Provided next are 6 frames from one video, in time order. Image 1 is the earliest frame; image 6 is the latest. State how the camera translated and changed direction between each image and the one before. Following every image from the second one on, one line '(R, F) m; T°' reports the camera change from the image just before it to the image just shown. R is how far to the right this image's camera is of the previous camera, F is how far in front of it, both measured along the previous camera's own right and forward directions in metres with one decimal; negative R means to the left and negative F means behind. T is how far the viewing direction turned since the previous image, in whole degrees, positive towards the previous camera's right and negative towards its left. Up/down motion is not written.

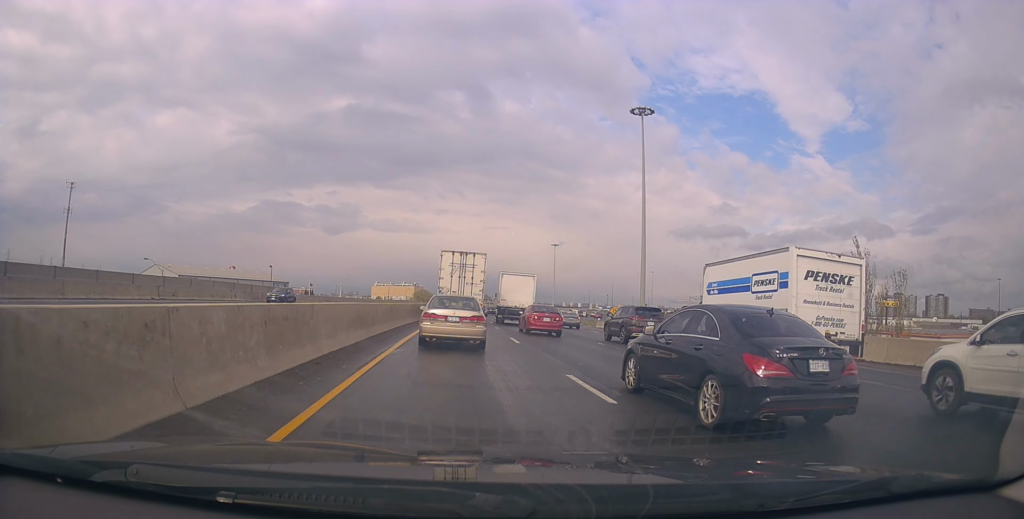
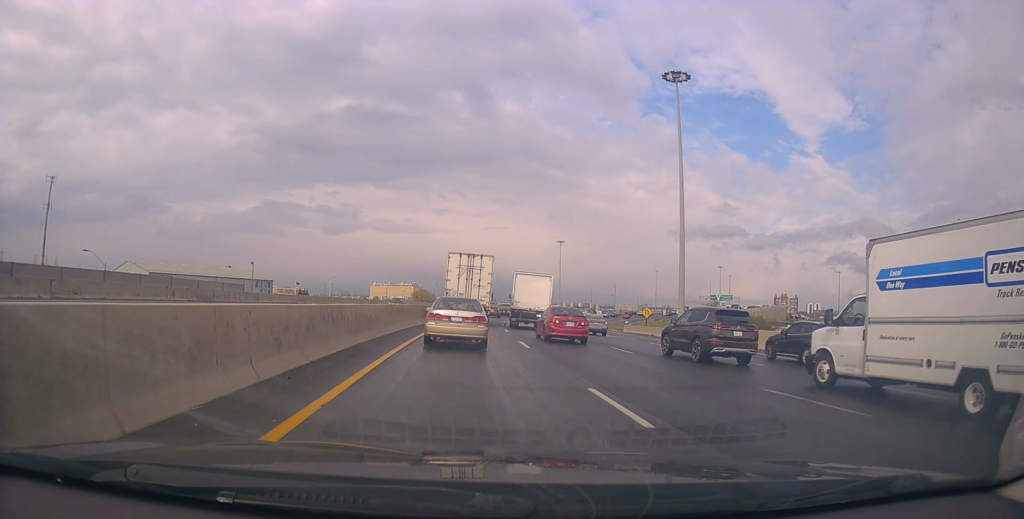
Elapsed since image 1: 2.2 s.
(+0.5, +13.2) m; +1°
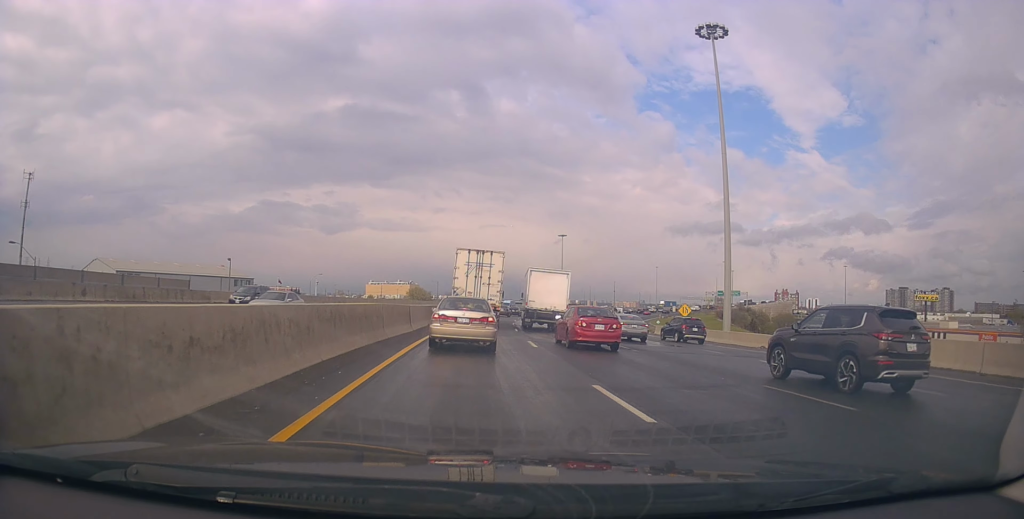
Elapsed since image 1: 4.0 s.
(-0.1, +11.8) m; +1°
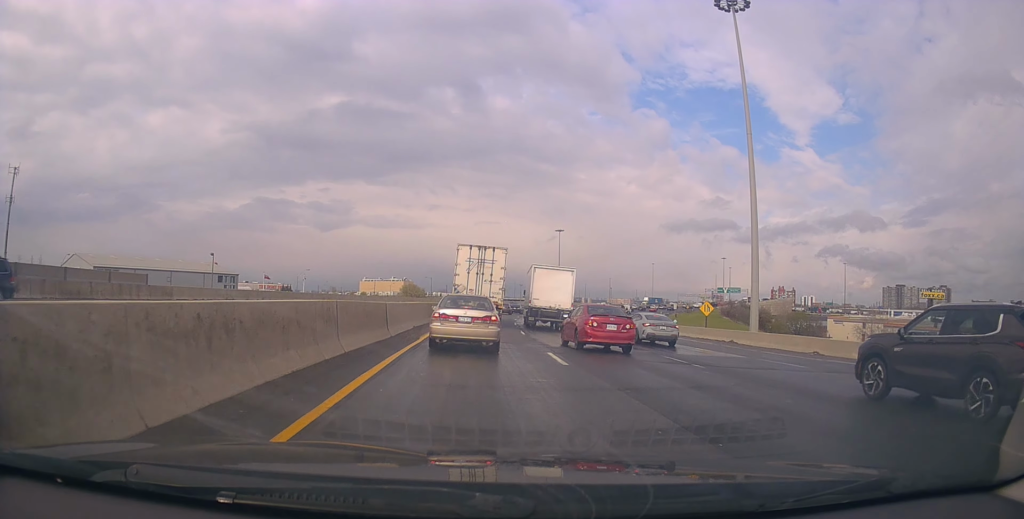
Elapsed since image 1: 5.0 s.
(+0.1, +5.8) m; 0°
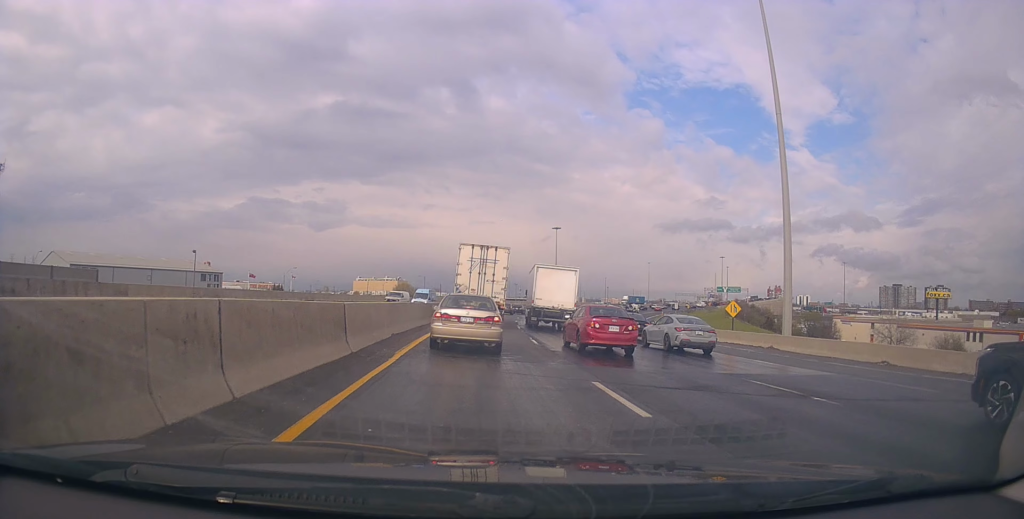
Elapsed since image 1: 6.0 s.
(-0.2, +5.8) m; 0°
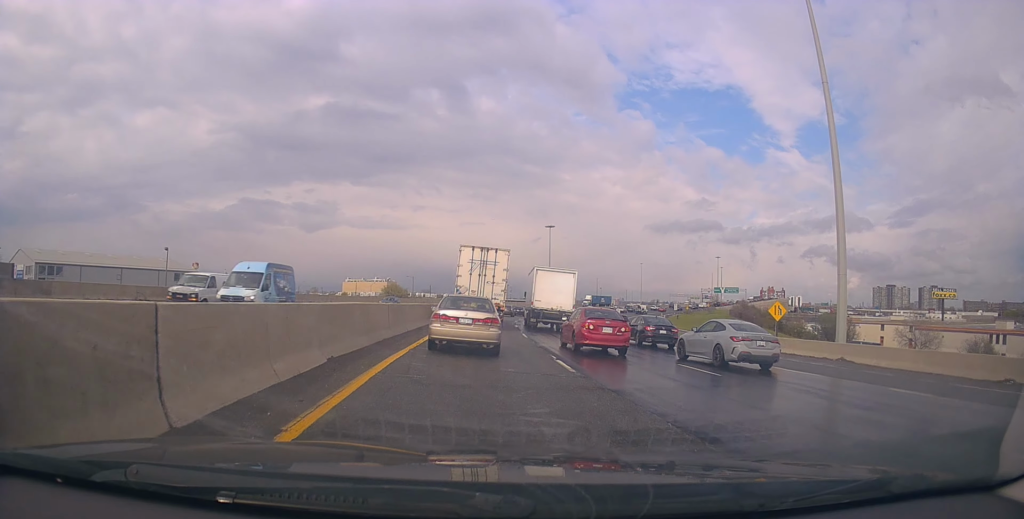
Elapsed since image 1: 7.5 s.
(+0.4, +7.6) m; +3°
